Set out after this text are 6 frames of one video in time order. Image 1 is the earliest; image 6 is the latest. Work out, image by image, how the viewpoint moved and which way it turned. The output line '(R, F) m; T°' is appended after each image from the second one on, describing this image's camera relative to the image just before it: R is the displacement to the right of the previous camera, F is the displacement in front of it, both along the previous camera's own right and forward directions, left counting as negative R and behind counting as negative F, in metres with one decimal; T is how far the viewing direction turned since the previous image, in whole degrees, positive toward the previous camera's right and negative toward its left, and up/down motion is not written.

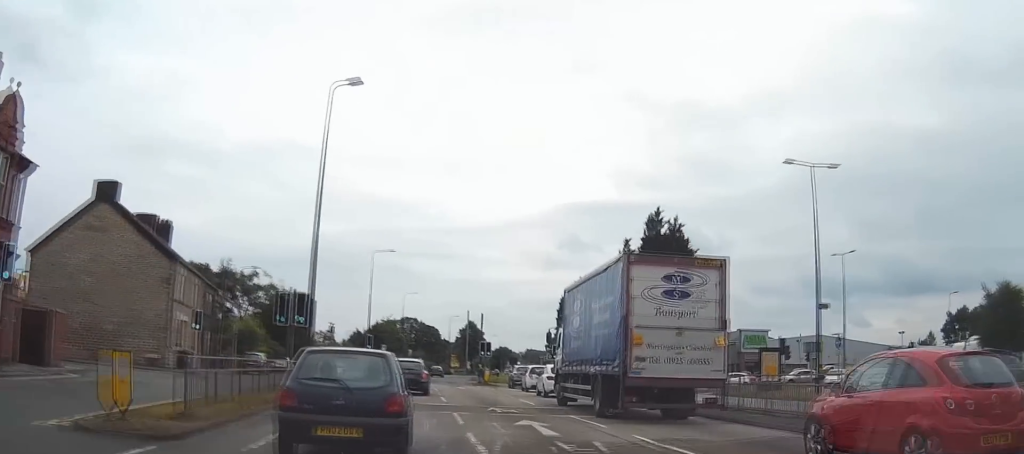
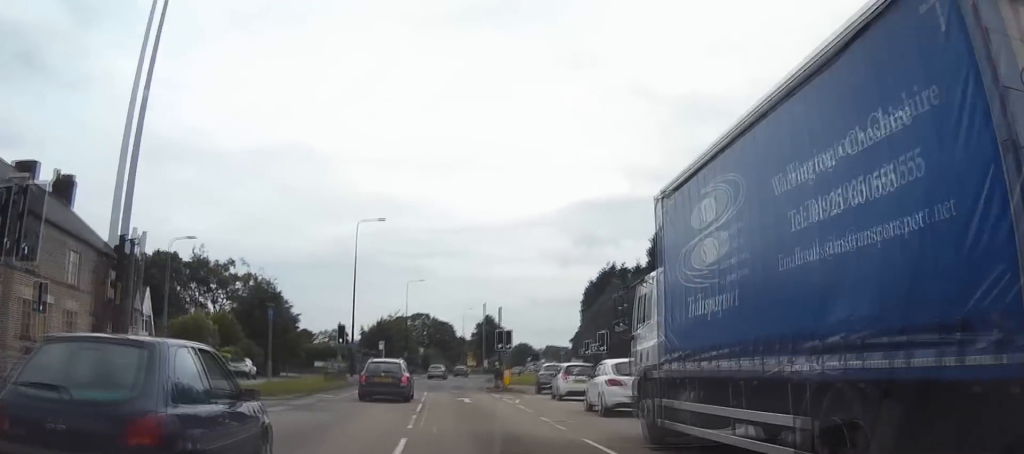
(+0.5, +15.8) m; +2°
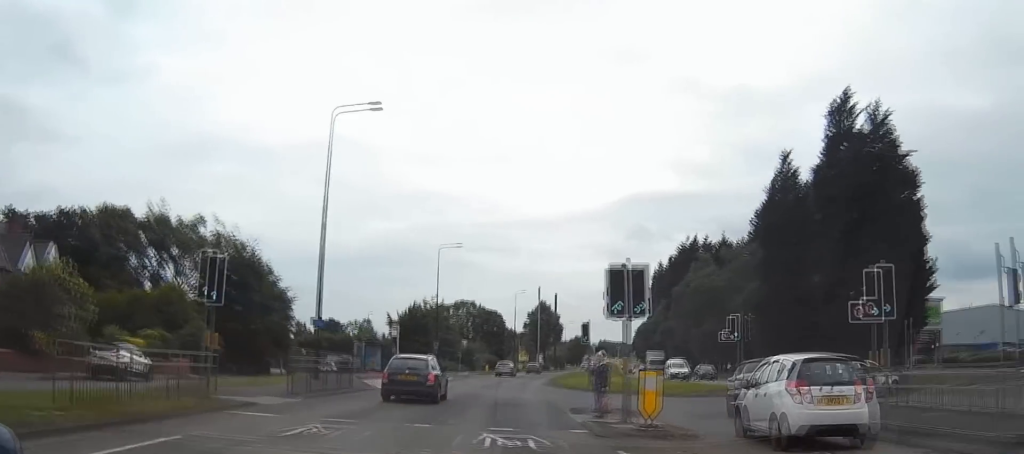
(-0.3, +25.4) m; -2°
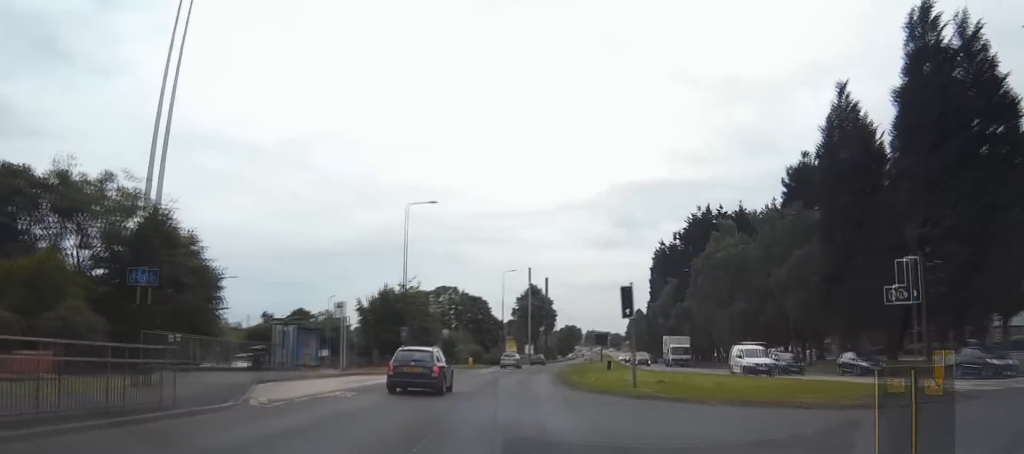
(-0.2, +16.4) m; -1°
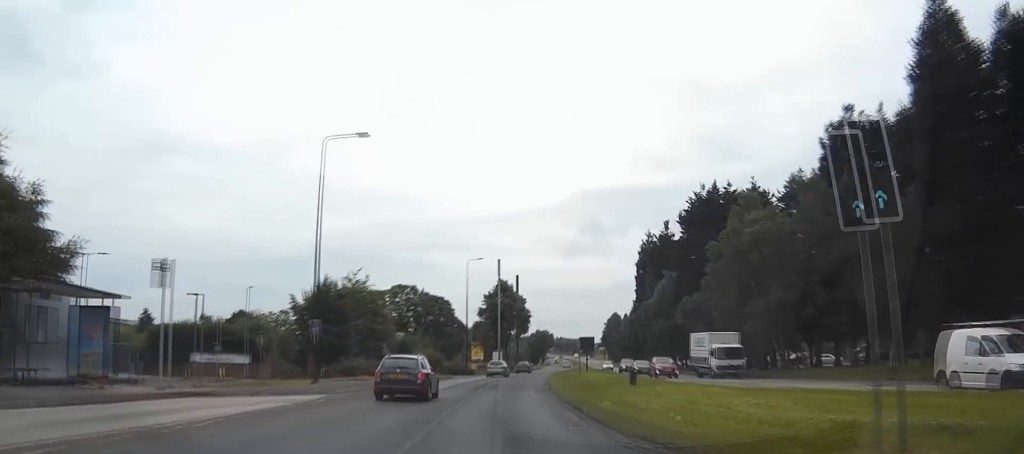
(-0.1, +19.1) m; +1°
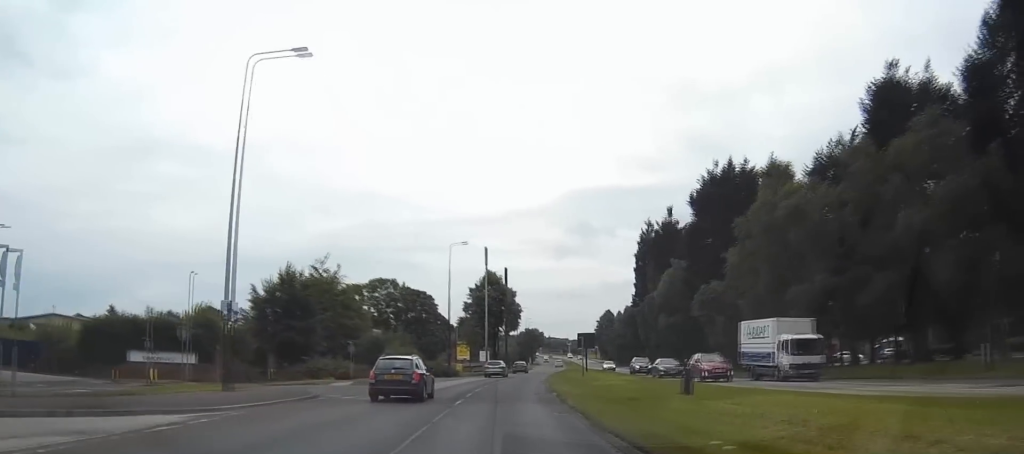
(+0.1, +10.9) m; +2°
